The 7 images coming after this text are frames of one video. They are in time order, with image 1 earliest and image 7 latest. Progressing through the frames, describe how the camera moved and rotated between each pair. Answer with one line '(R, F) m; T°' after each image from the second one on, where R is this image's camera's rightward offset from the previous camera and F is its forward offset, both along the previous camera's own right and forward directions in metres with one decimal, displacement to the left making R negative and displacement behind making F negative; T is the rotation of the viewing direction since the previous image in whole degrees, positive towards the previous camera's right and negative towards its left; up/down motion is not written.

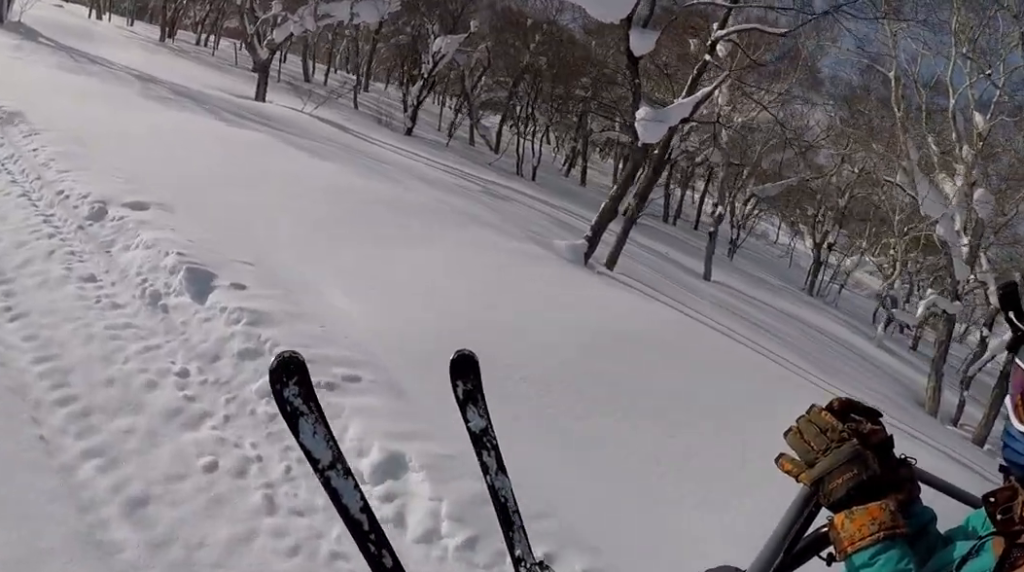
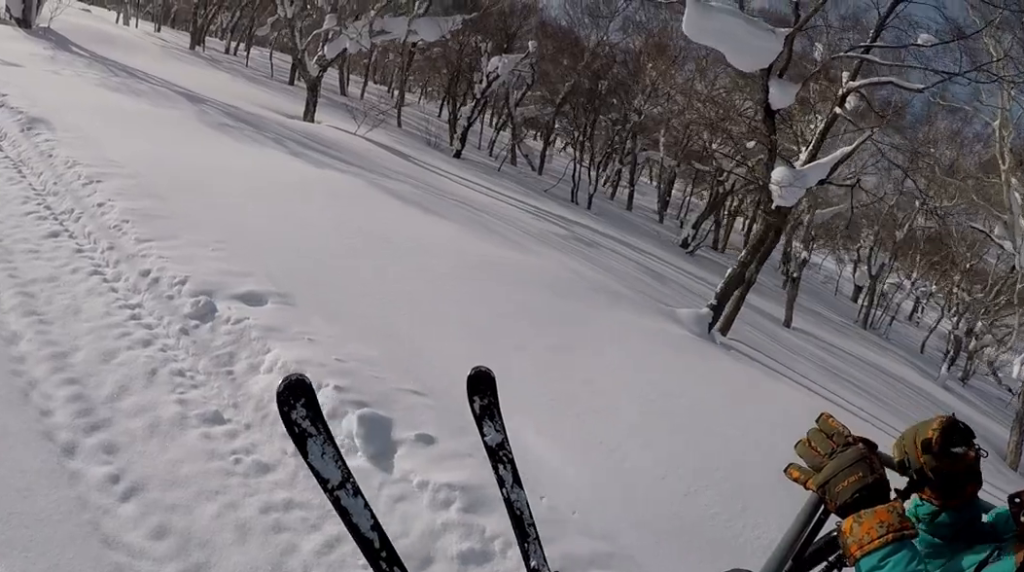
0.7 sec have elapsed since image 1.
(0.0, +3.1) m; +7°
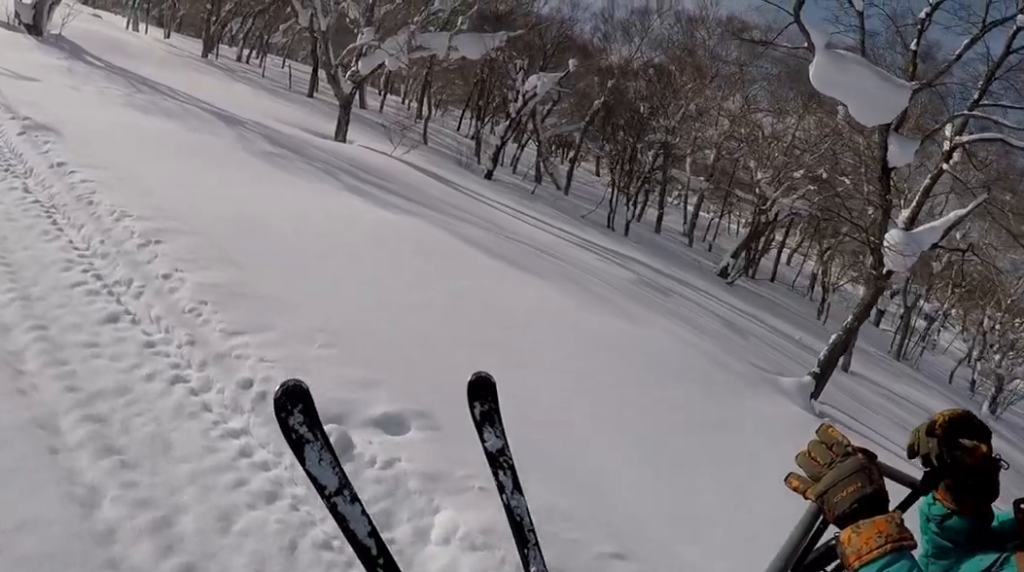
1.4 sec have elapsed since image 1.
(+0.3, +2.6) m; +2°
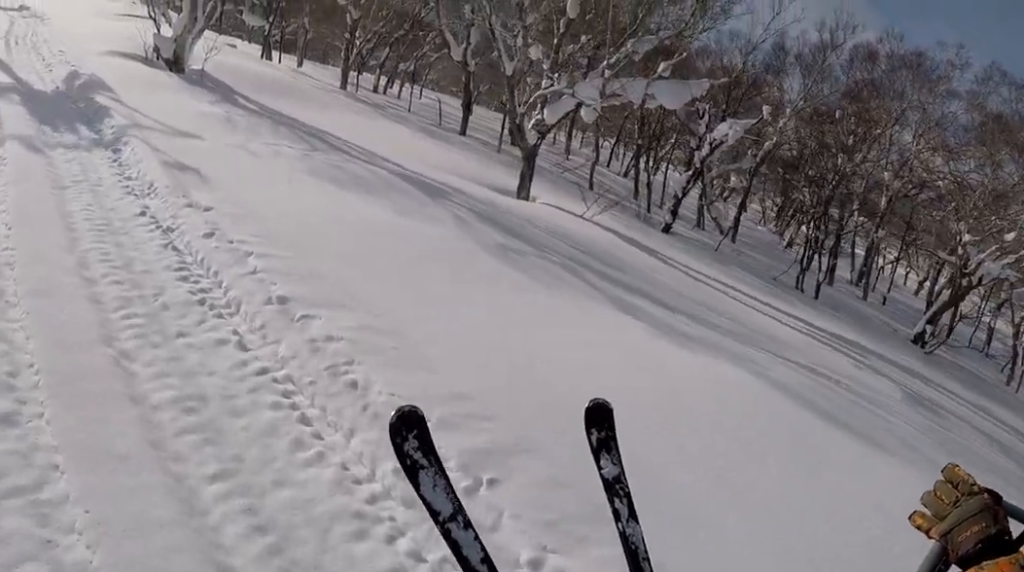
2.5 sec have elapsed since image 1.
(0.0, +4.6) m; -5°
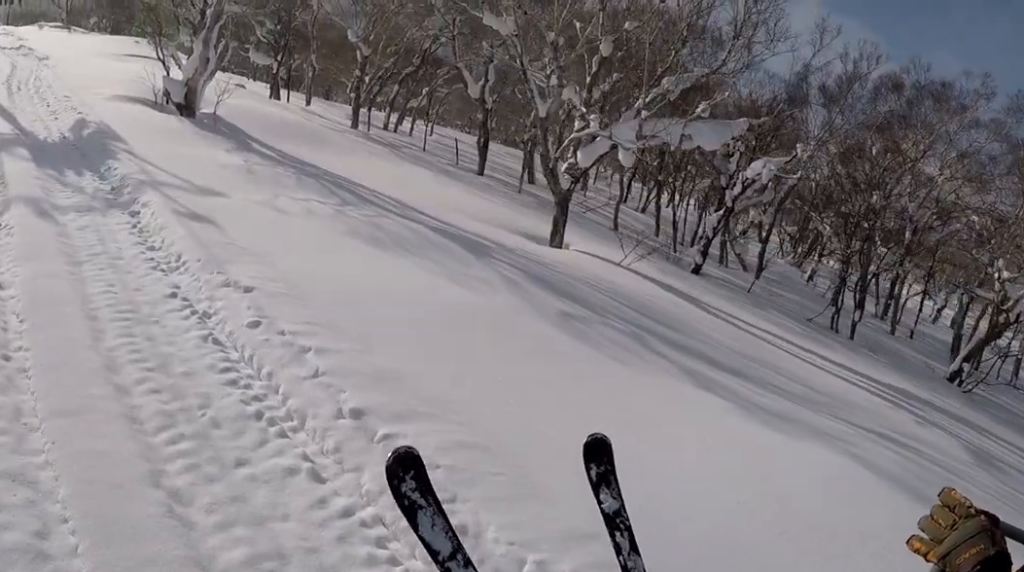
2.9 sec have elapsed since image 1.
(-0.1, +1.8) m; -4°
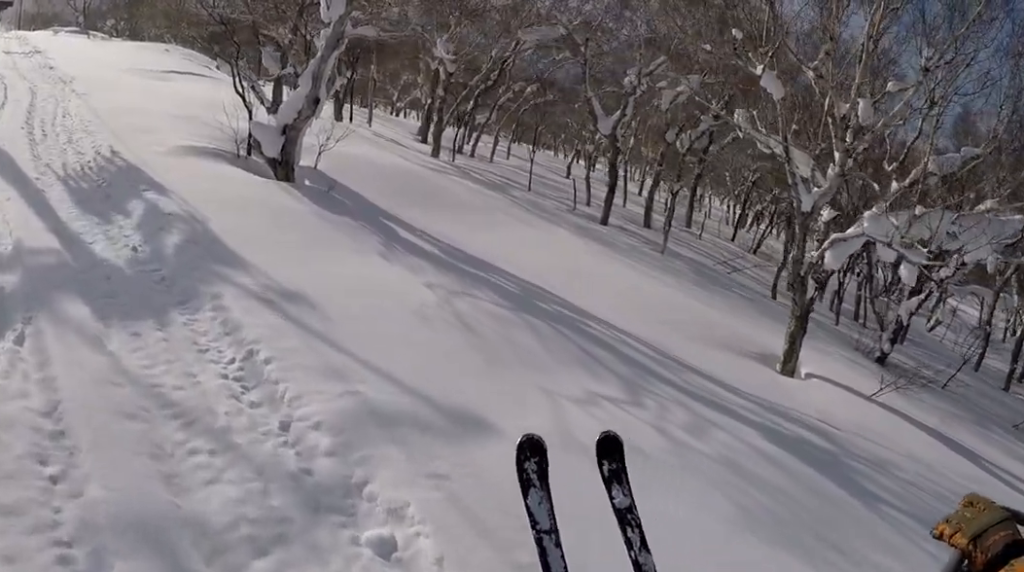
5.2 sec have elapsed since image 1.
(+0.4, +8.6) m; +20°
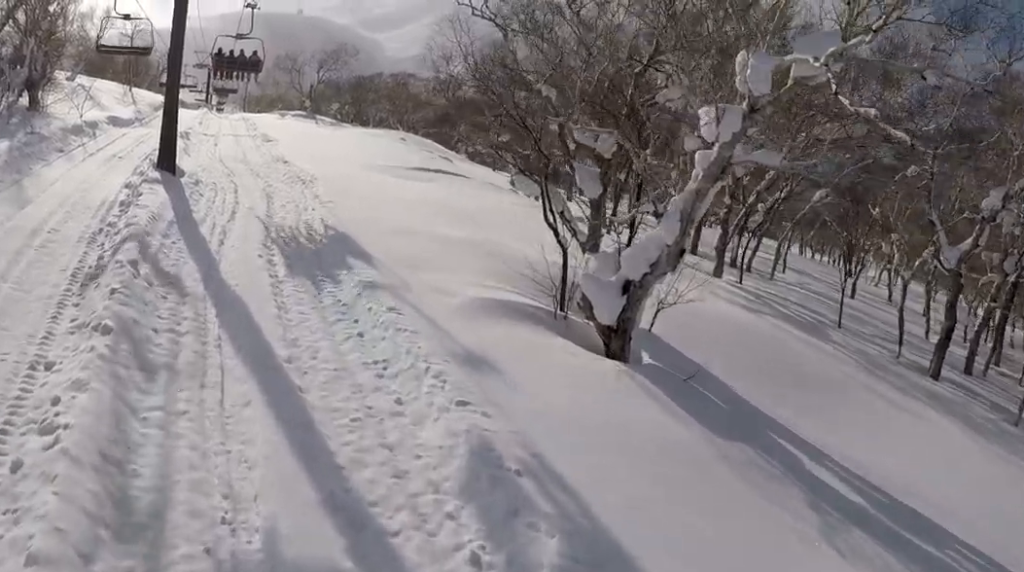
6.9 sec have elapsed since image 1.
(+0.5, +6.4) m; -11°
